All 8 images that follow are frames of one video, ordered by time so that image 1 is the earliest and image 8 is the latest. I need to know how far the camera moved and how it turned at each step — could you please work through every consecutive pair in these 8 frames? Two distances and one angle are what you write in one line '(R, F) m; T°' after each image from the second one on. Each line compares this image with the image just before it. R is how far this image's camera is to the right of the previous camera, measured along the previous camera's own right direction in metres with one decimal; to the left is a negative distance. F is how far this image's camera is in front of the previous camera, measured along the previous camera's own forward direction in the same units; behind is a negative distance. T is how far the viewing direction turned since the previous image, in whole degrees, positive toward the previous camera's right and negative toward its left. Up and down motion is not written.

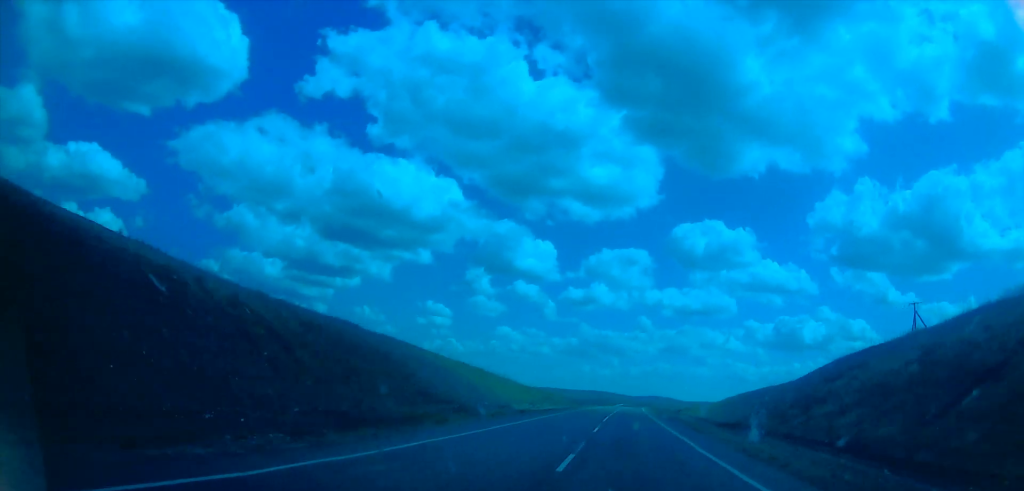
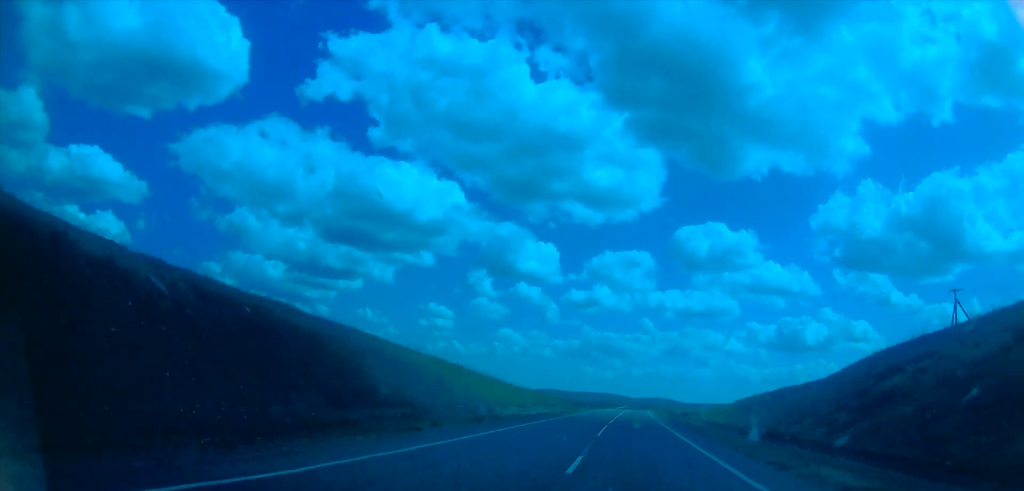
(+0.6, +11.8) m; -1°
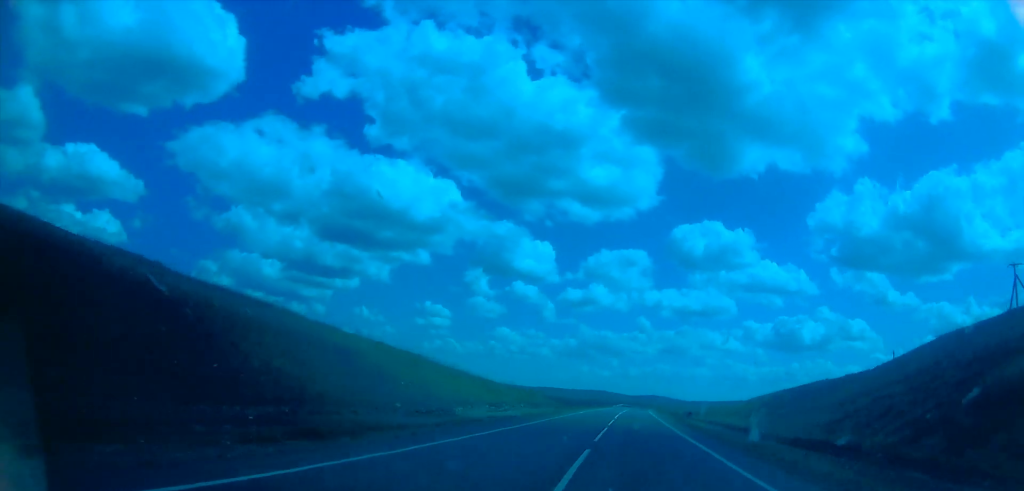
(-1.0, +15.2) m; 0°
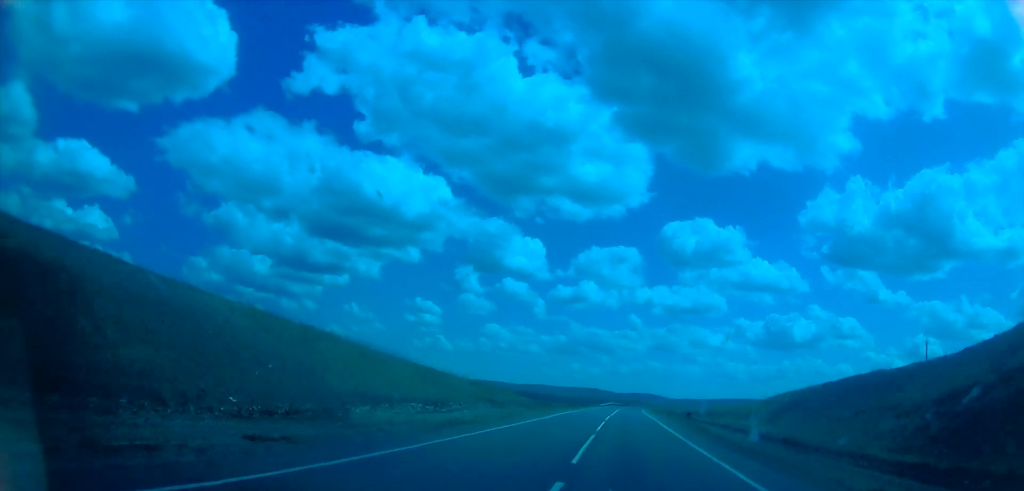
(-0.2, +17.7) m; +1°
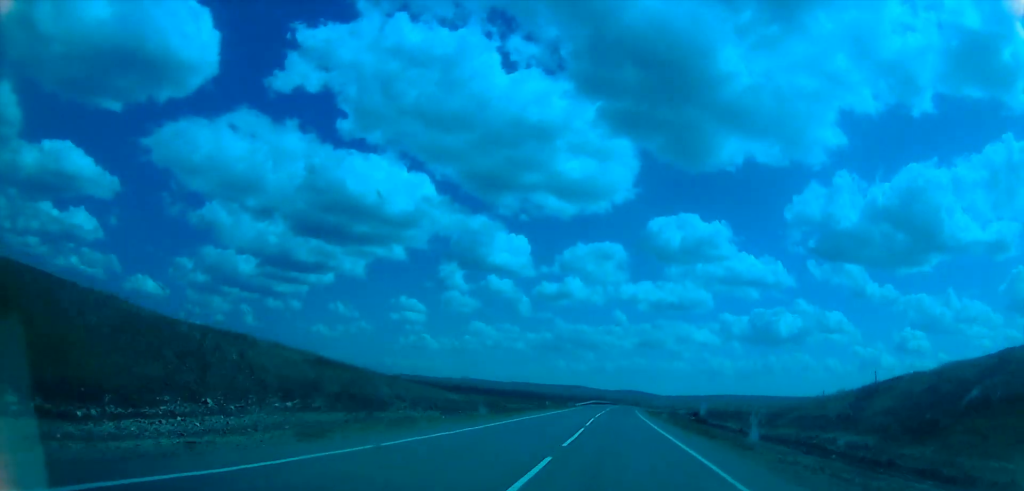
(+0.7, +31.7) m; +1°
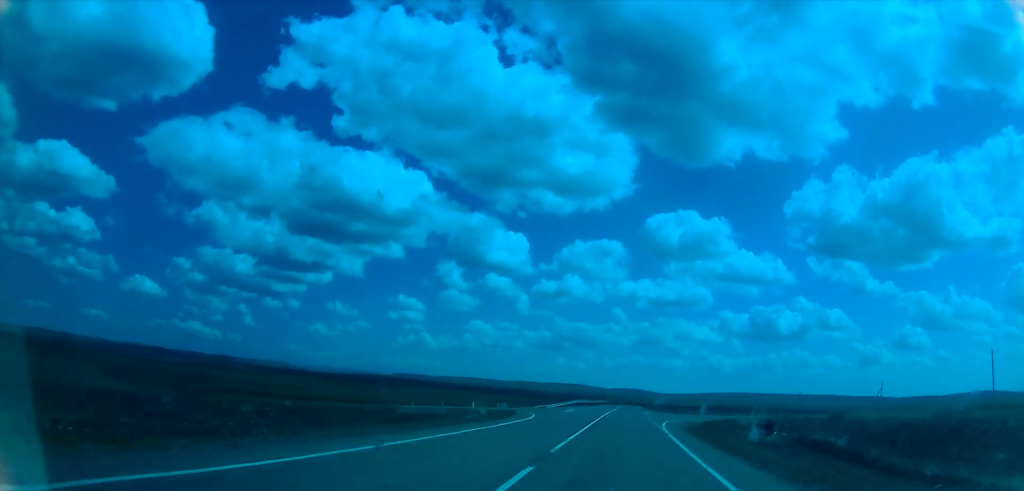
(+1.4, +49.6) m; +2°
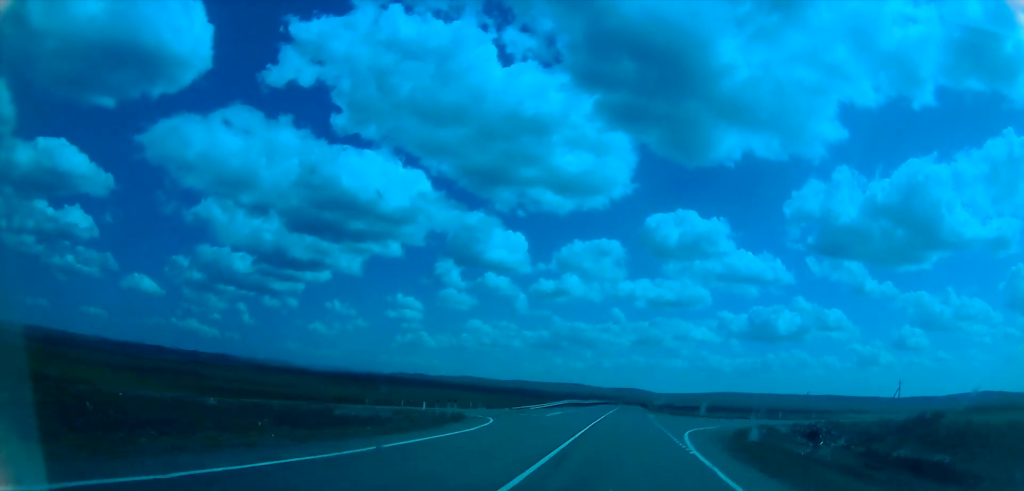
(0.0, +12.3) m; 0°
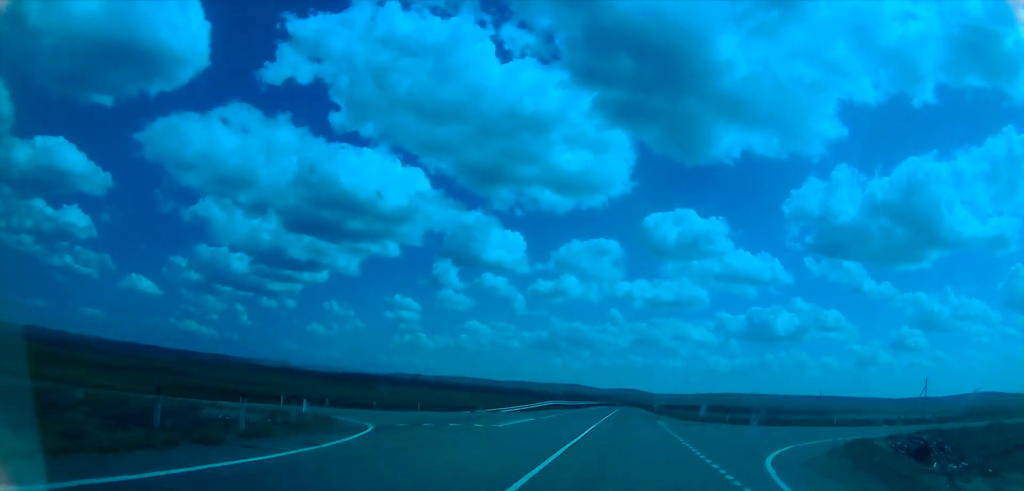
(-0.1, +14.8) m; 0°
